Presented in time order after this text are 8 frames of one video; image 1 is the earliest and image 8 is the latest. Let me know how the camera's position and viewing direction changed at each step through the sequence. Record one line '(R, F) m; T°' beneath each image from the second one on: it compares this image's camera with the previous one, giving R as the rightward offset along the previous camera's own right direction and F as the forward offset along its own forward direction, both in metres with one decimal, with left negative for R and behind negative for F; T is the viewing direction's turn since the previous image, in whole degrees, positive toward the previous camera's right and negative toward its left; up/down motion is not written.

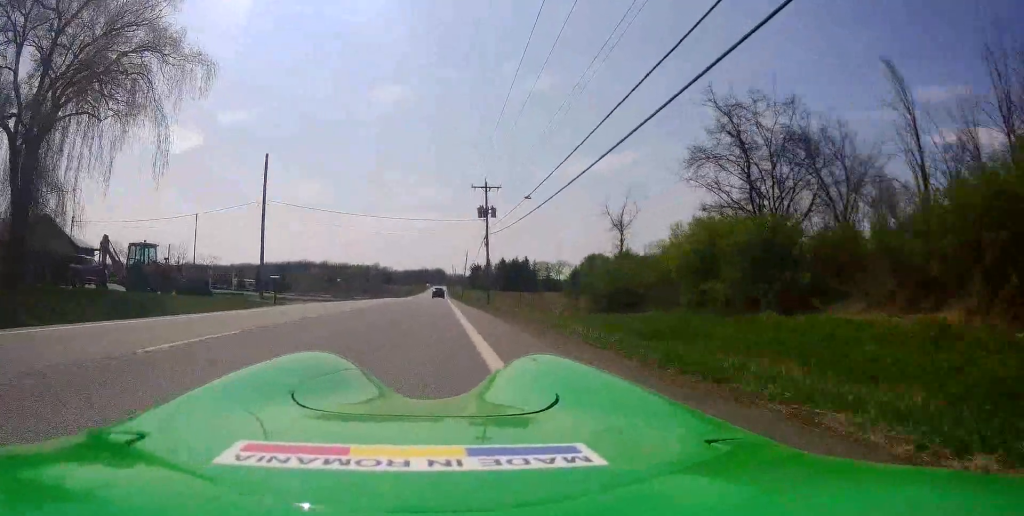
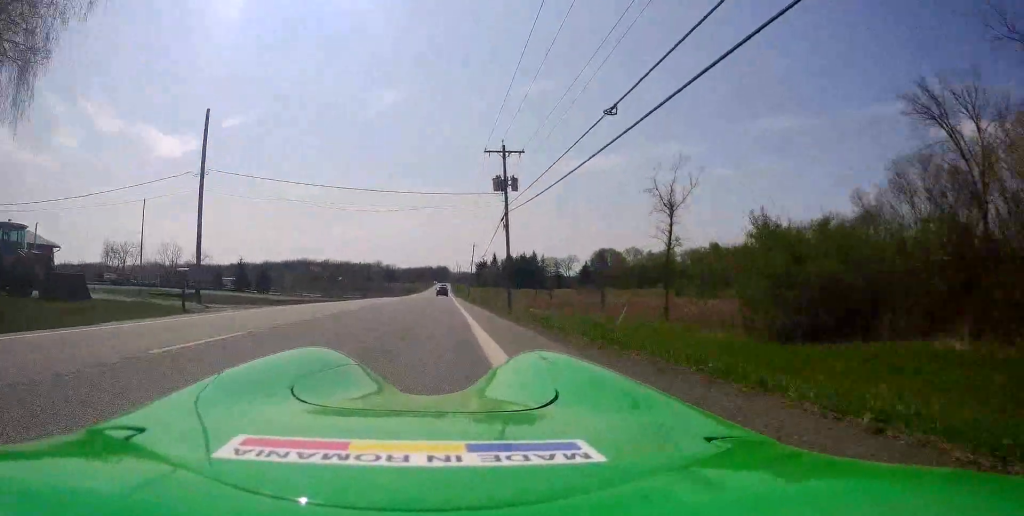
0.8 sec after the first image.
(+0.7, +11.6) m; +1°
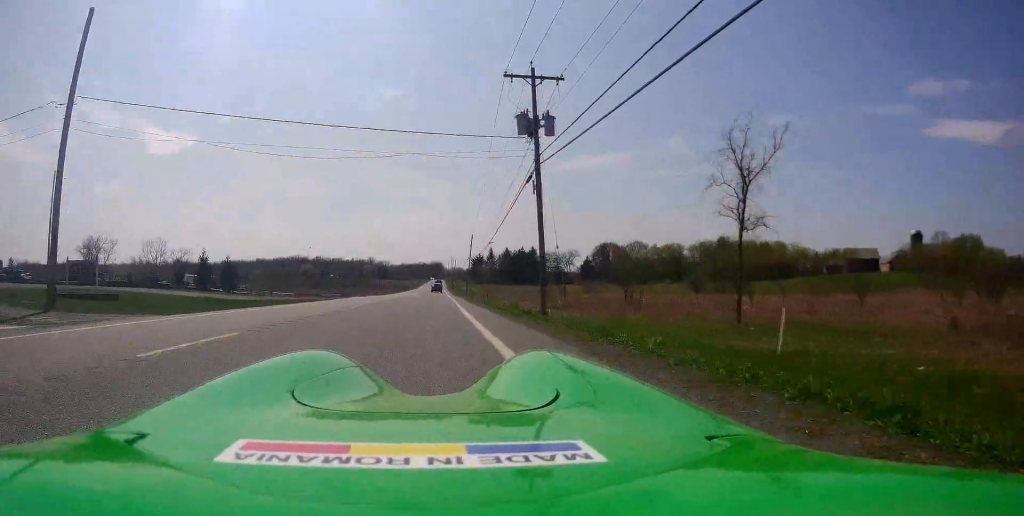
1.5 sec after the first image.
(-0.1, +12.4) m; -1°
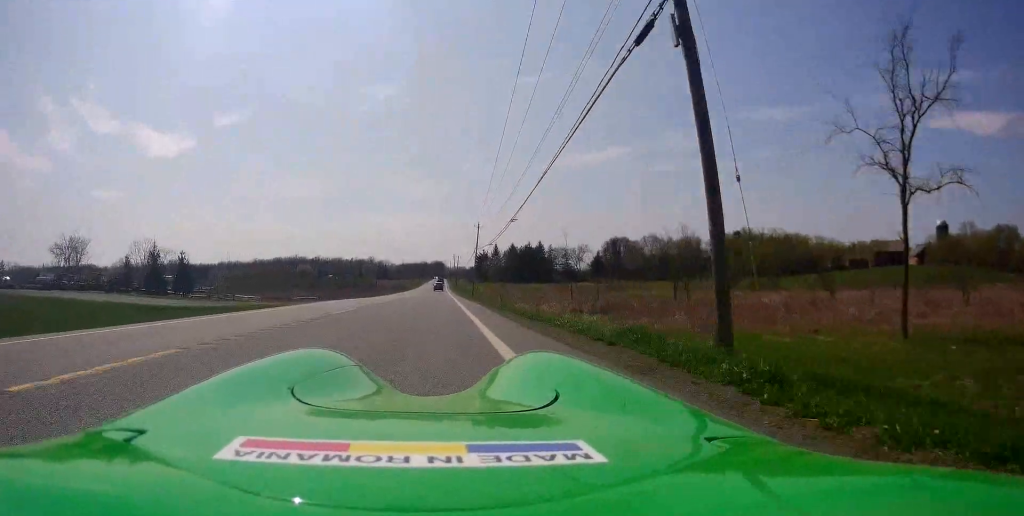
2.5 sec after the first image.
(-0.2, +14.4) m; 0°
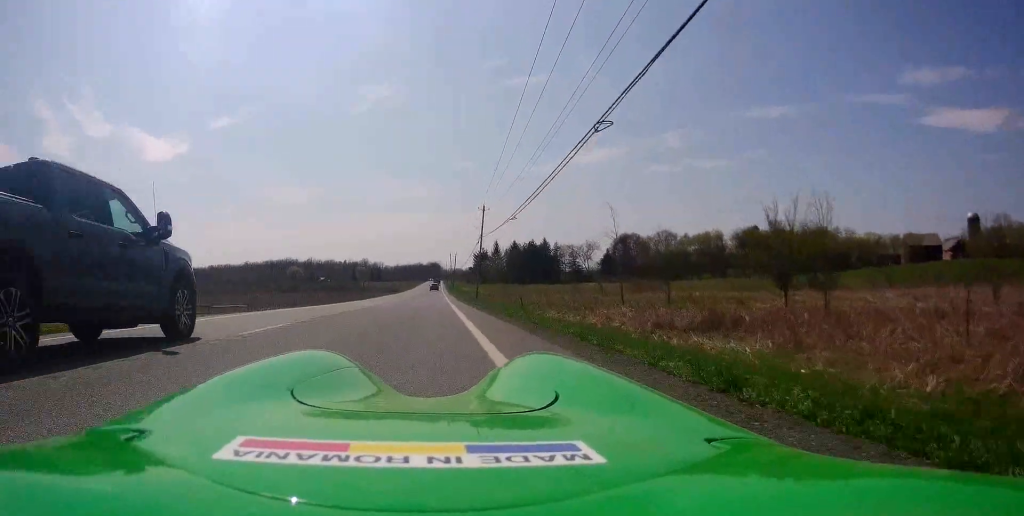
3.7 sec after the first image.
(+0.4, +18.9) m; +1°
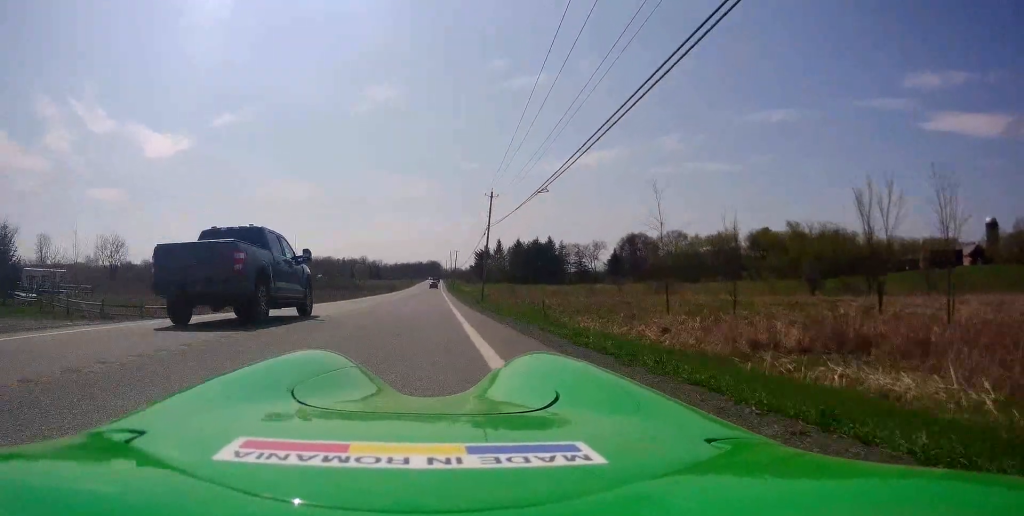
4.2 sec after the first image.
(0.0, +8.5) m; 0°
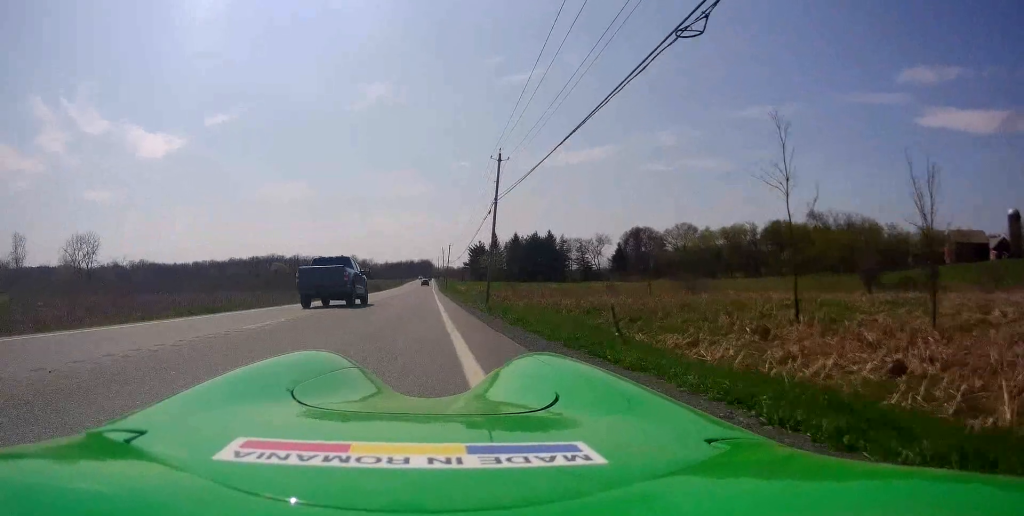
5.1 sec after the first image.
(-0.4, +14.3) m; -1°
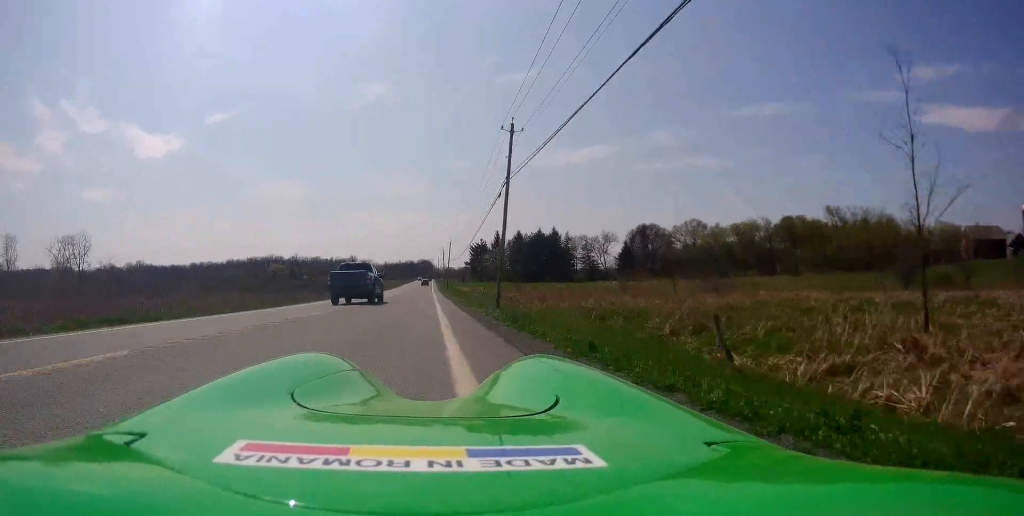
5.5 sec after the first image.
(0.0, +6.5) m; 0°
